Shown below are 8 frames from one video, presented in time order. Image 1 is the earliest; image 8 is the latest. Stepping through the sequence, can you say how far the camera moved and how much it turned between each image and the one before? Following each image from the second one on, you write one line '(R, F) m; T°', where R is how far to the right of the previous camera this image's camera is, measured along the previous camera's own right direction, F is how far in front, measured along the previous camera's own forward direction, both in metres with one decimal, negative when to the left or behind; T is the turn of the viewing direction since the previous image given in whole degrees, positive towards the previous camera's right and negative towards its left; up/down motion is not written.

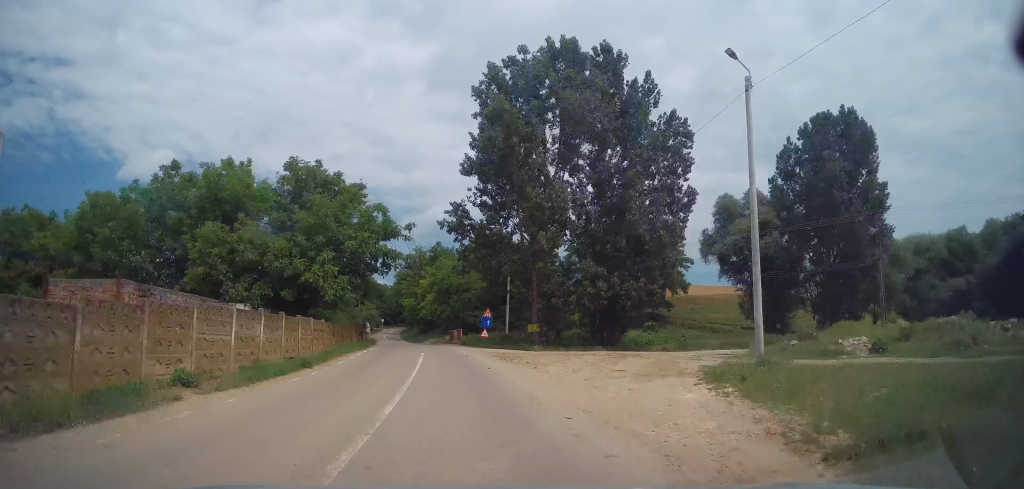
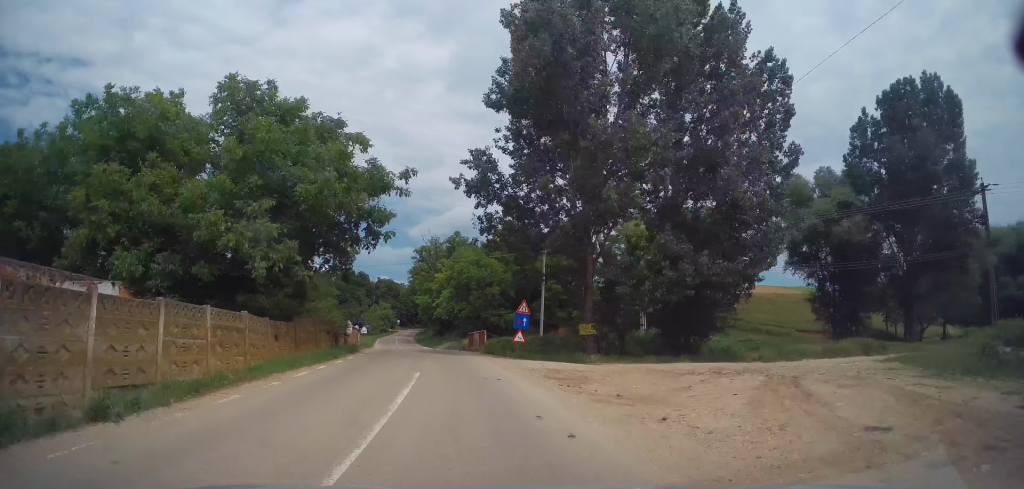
(-0.2, +10.9) m; -2°
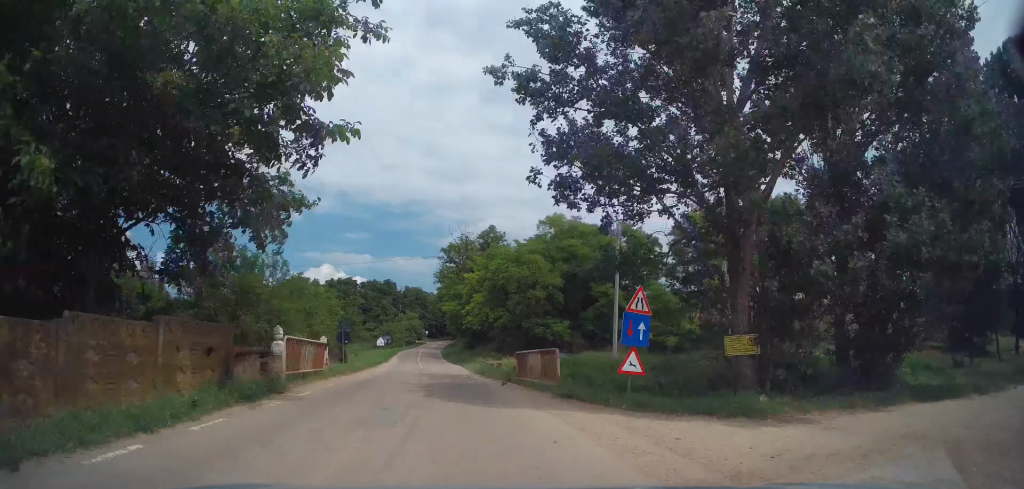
(-0.2, +12.3) m; -3°
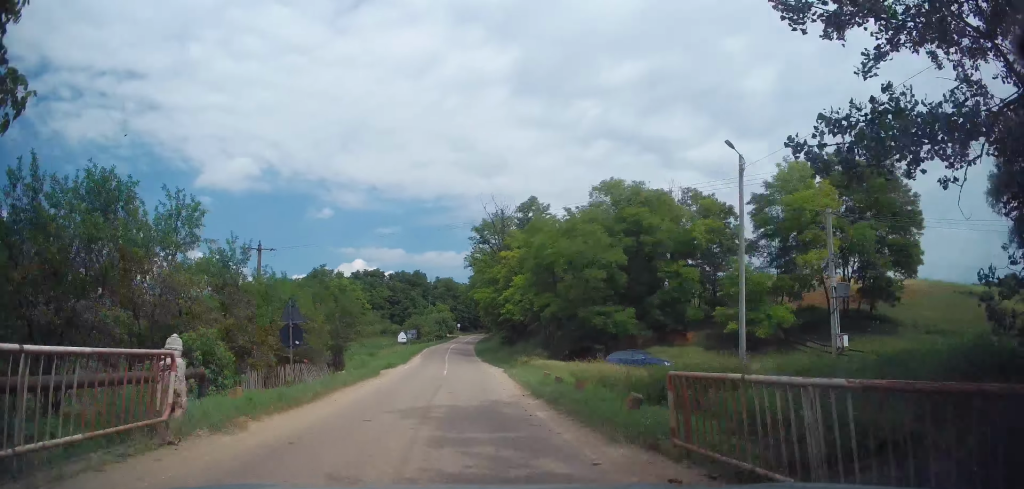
(-0.3, +11.1) m; -3°
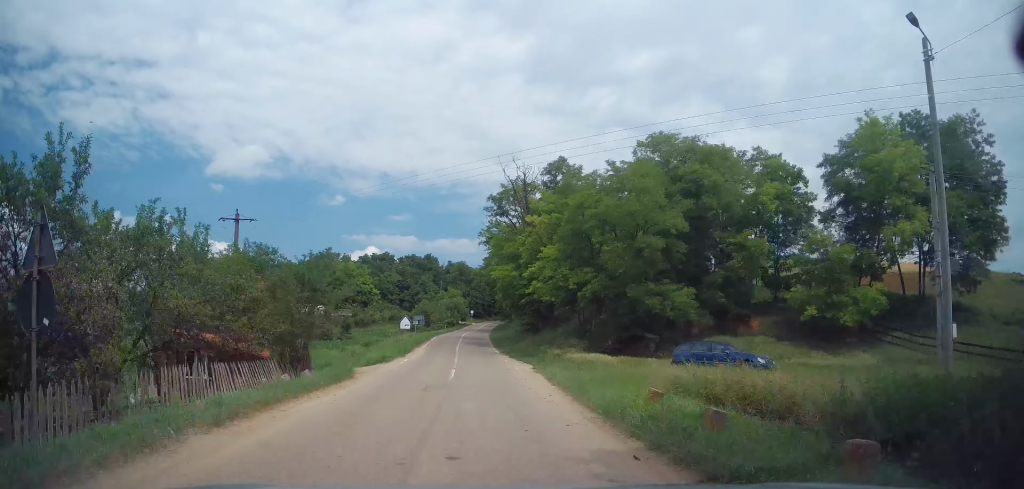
(-0.2, +8.7) m; -2°
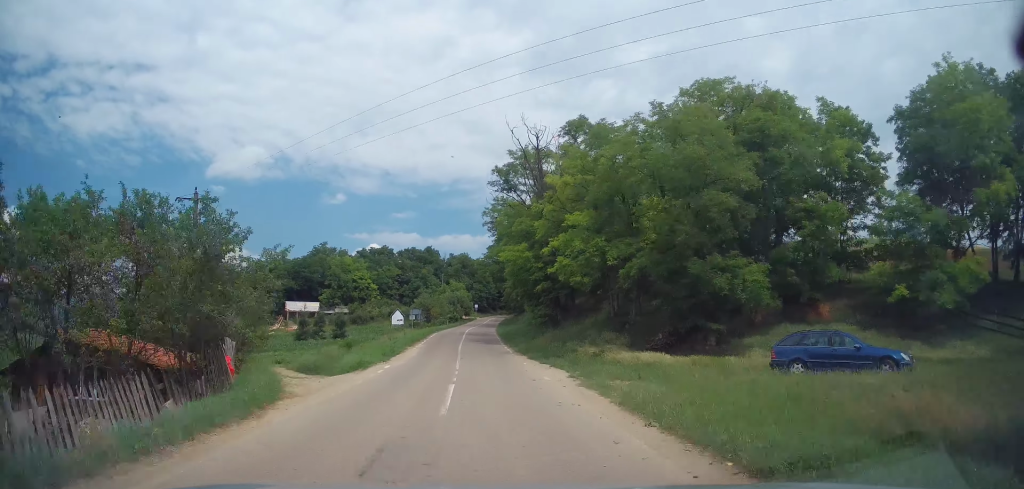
(0.0, +7.5) m; -1°
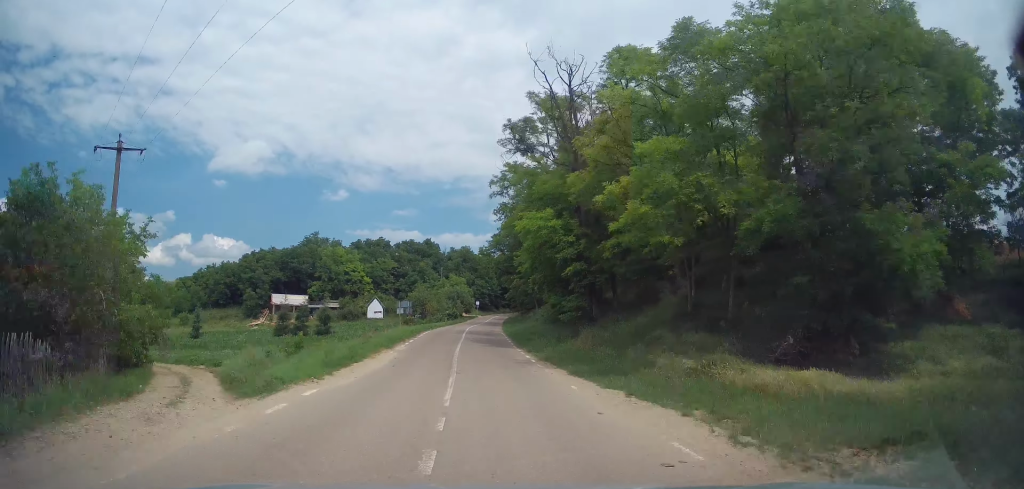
(-0.1, +9.6) m; -1°
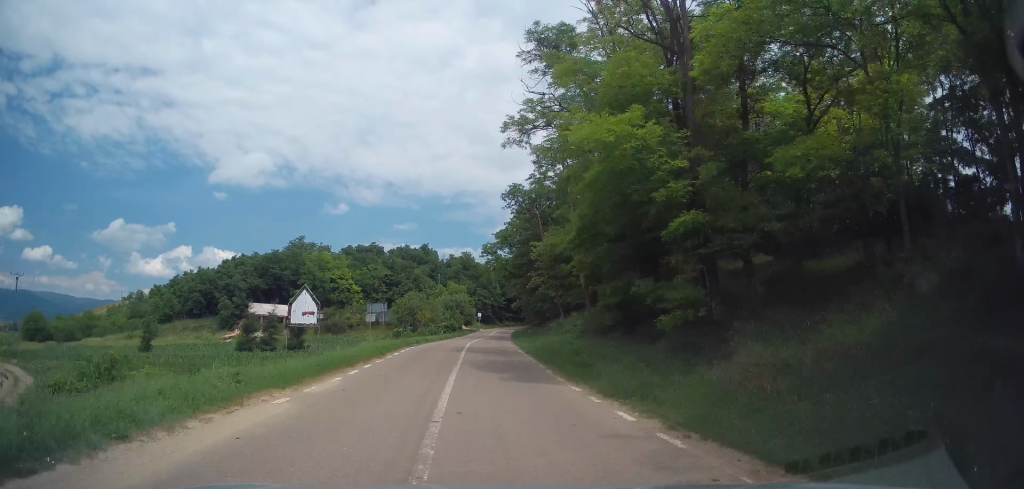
(-0.2, +13.1) m; 0°
